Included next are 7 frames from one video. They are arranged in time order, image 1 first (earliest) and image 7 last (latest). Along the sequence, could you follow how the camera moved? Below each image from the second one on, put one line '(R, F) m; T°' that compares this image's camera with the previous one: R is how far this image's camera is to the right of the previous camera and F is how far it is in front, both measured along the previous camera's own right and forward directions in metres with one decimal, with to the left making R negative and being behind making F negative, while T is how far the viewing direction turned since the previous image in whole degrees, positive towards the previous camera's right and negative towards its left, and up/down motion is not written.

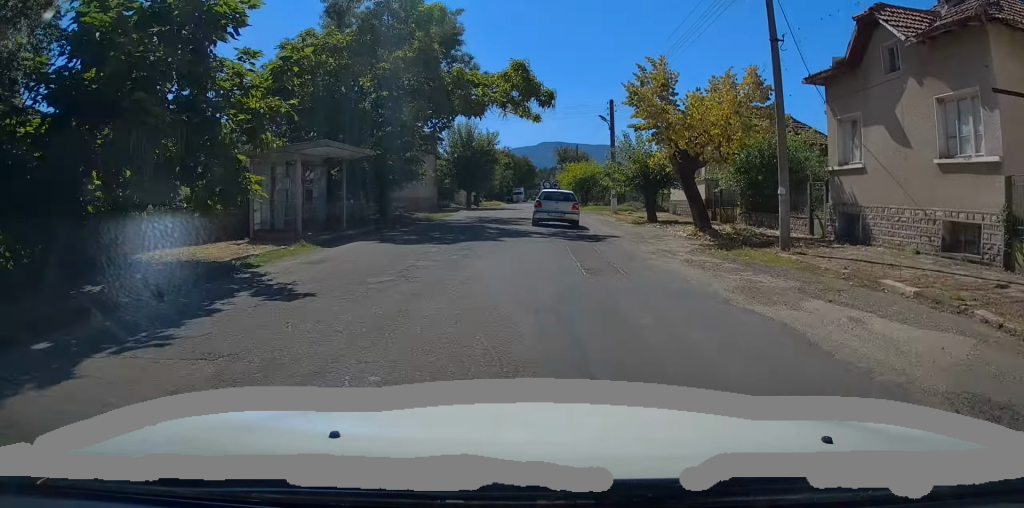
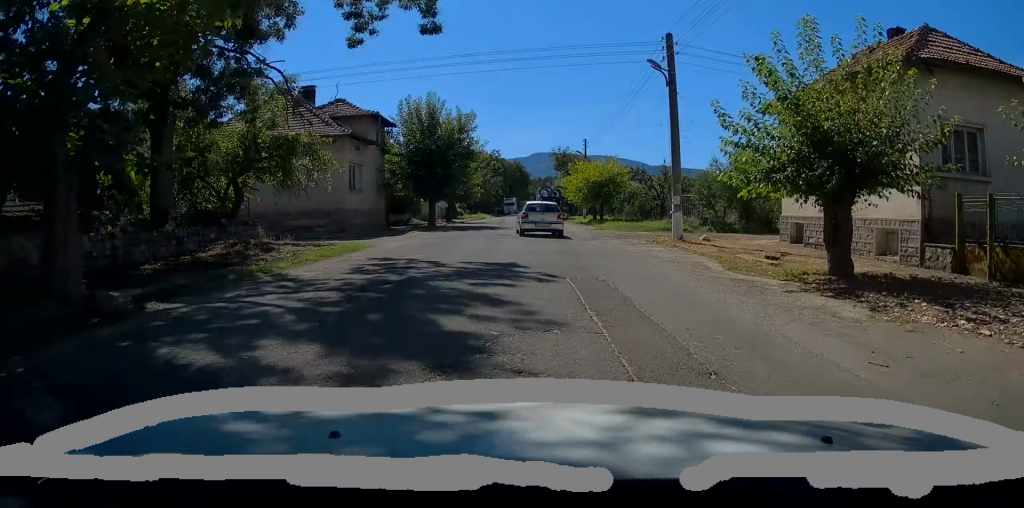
(+0.1, +18.6) m; 0°
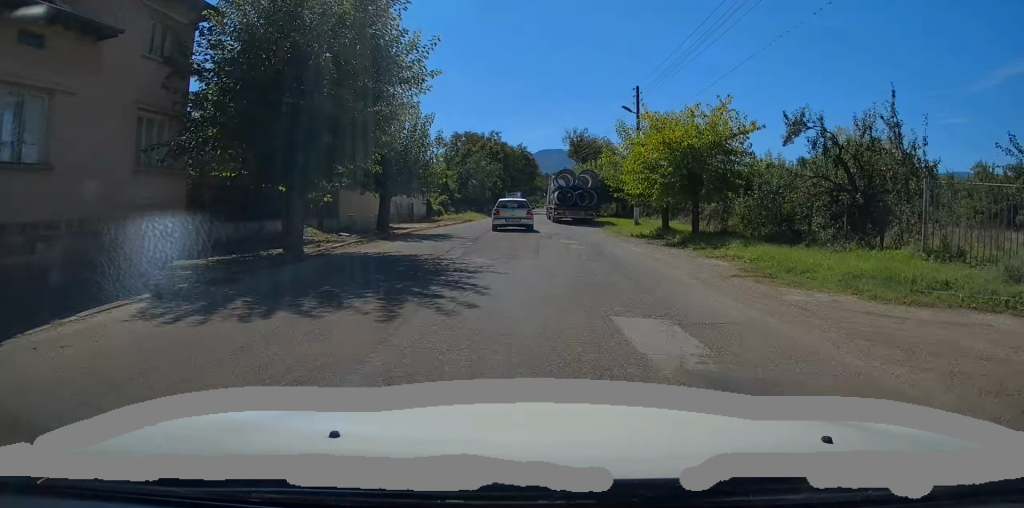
(0.0, +24.0) m; -1°
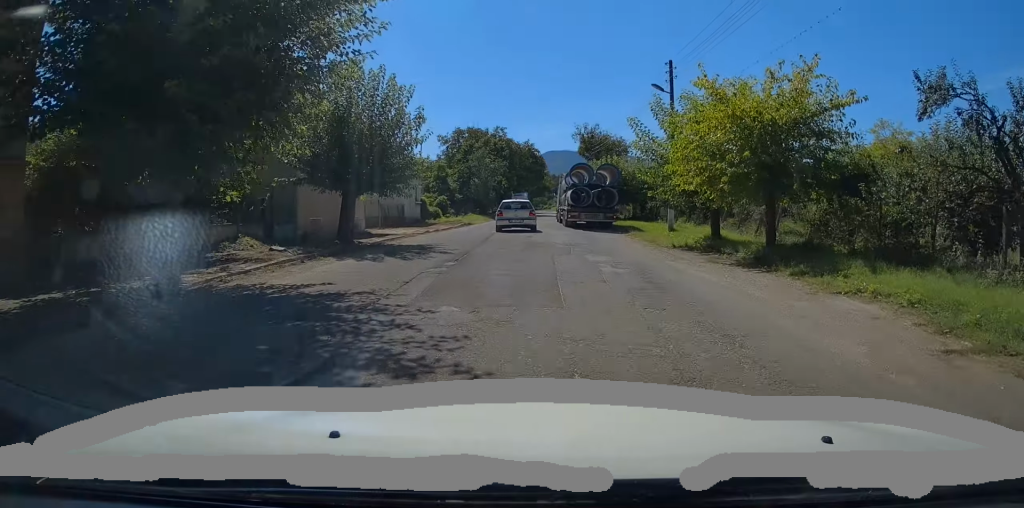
(-0.1, +6.1) m; -1°
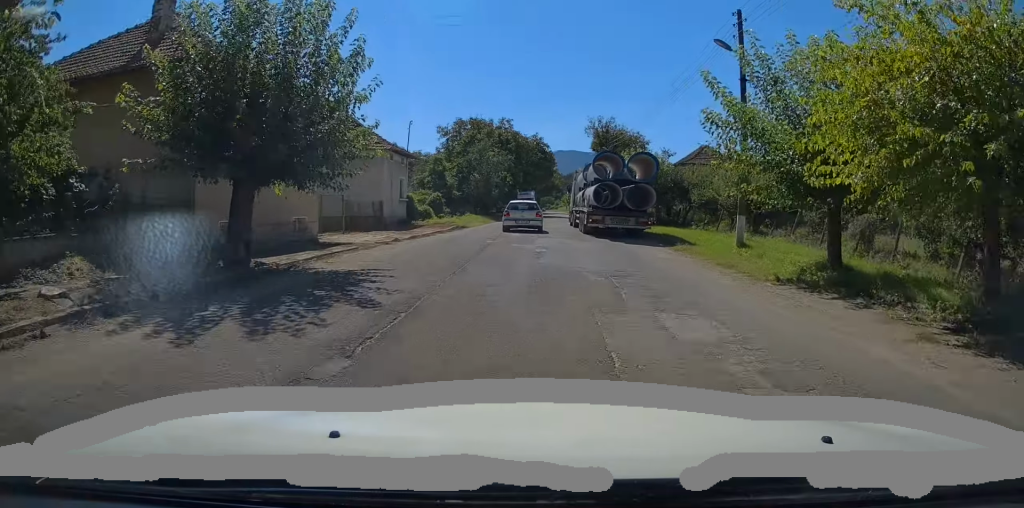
(0.0, +7.7) m; 0°
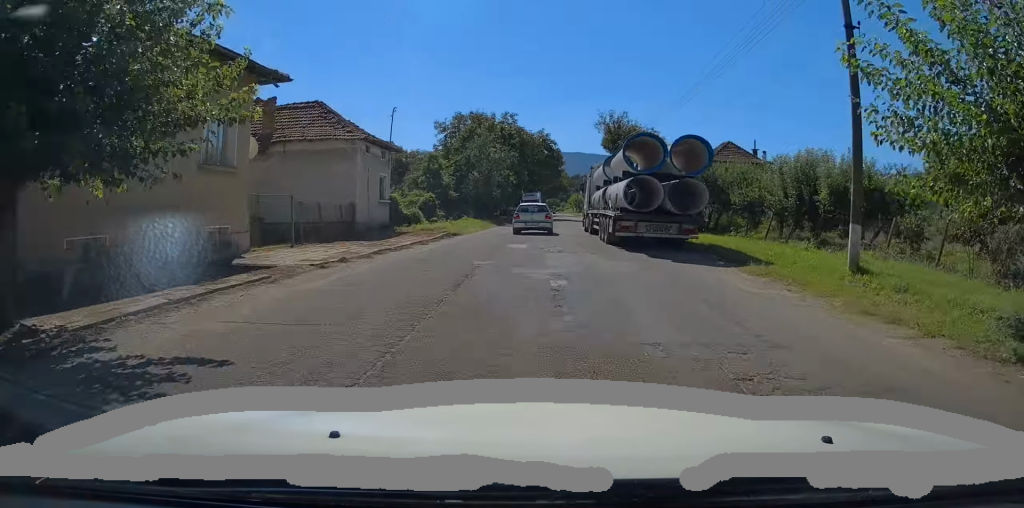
(0.0, +6.2) m; 0°
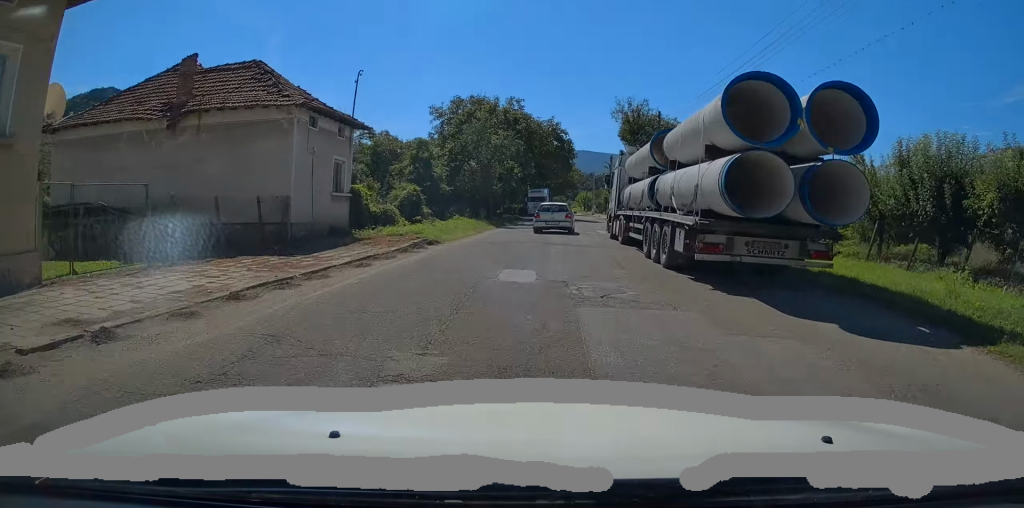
(-0.1, +8.3) m; +1°
